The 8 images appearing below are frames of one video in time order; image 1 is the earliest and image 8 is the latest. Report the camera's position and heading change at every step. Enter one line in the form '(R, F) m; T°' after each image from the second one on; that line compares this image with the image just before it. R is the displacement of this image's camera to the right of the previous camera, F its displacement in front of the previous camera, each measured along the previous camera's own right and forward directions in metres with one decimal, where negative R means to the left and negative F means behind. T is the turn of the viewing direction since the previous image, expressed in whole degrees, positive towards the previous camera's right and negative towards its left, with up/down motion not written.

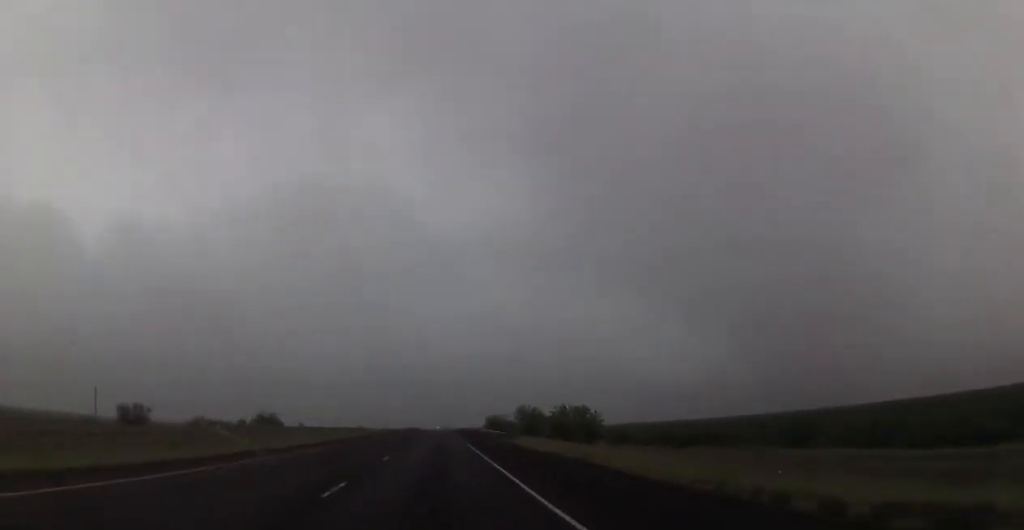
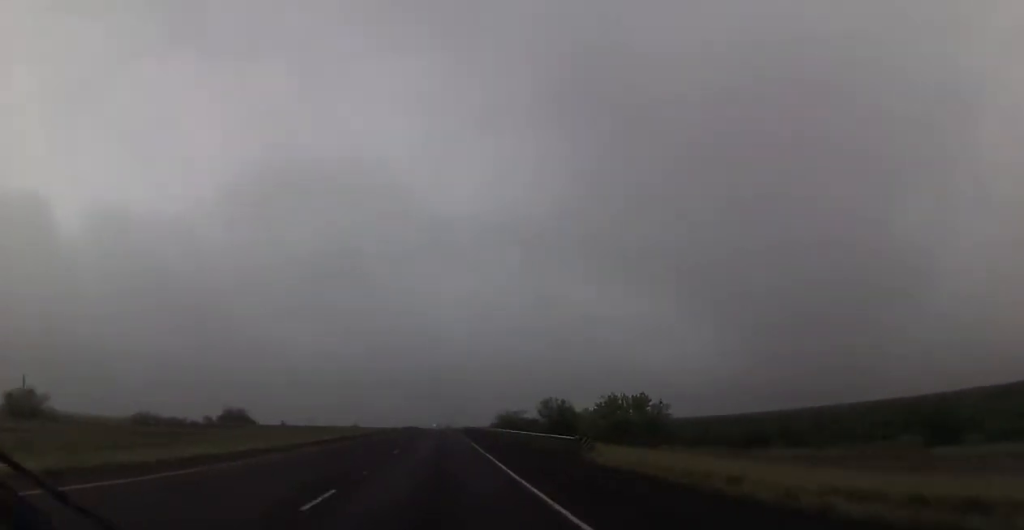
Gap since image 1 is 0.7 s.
(-0.1, +26.5) m; 0°
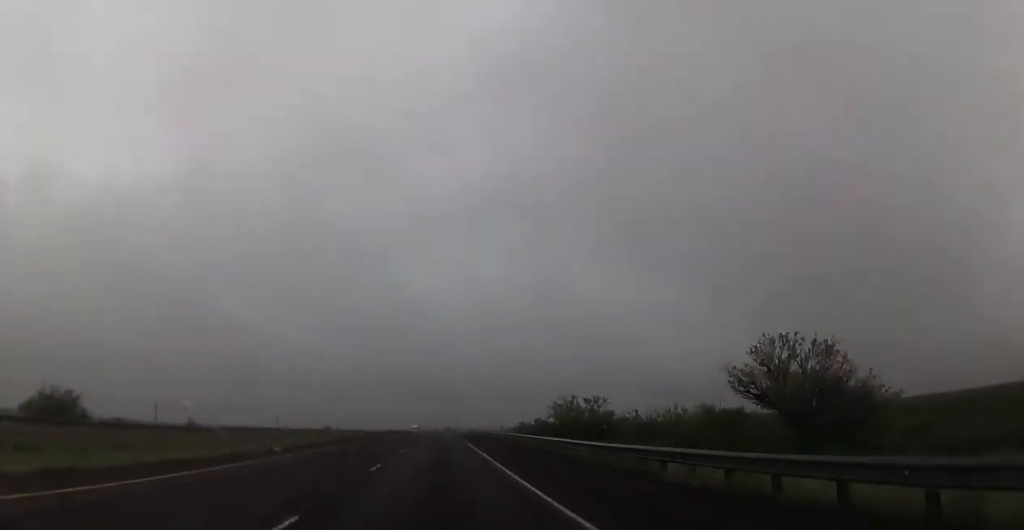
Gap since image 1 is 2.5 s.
(+0.4, +65.1) m; +1°
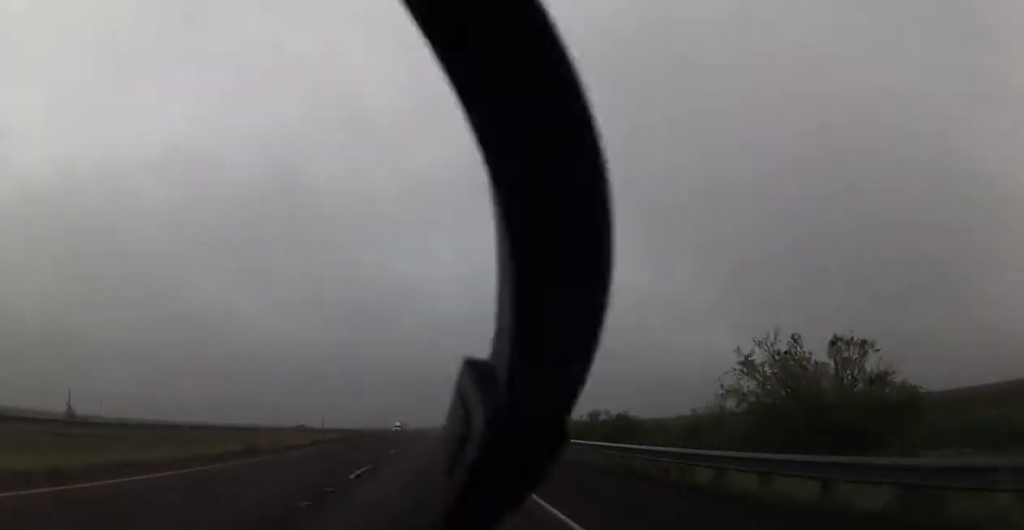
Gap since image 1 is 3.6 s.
(0.0, +39.9) m; -1°
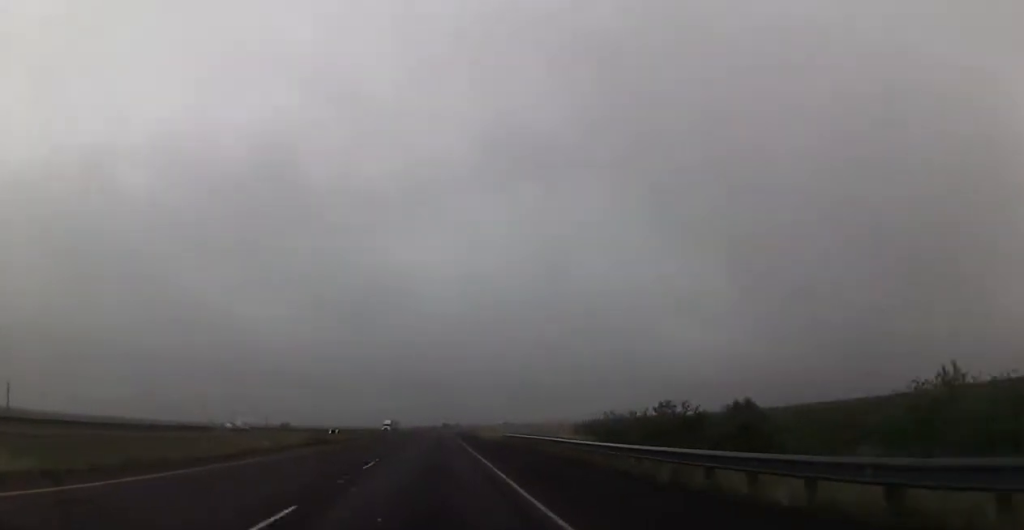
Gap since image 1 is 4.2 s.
(-0.3, +20.5) m; 0°
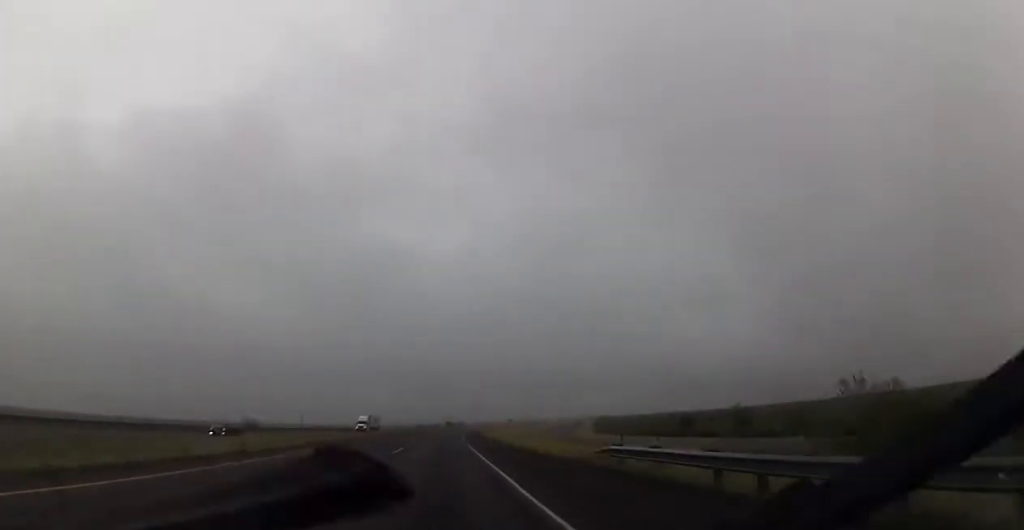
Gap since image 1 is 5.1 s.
(+0.2, +32.6) m; 0°
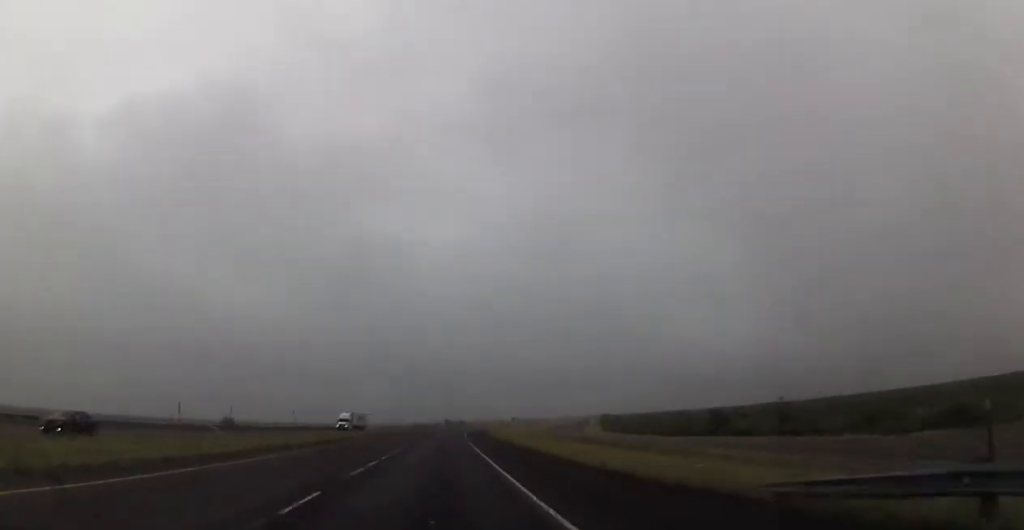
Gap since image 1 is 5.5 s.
(0.0, +14.5) m; 0°
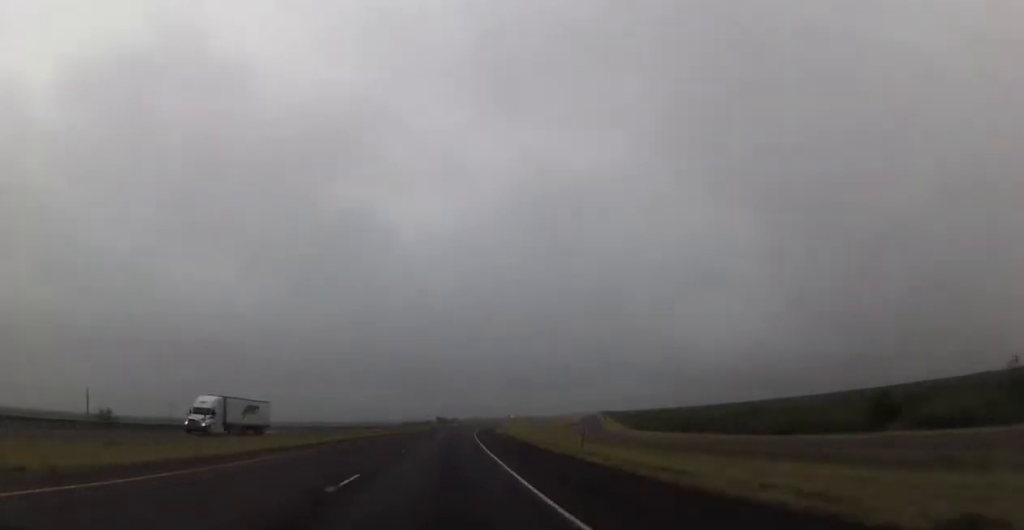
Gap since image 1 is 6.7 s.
(0.0, +44.8) m; 0°
